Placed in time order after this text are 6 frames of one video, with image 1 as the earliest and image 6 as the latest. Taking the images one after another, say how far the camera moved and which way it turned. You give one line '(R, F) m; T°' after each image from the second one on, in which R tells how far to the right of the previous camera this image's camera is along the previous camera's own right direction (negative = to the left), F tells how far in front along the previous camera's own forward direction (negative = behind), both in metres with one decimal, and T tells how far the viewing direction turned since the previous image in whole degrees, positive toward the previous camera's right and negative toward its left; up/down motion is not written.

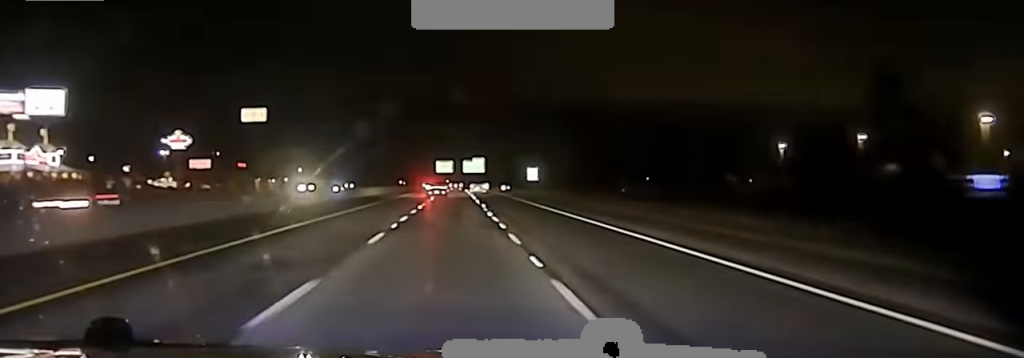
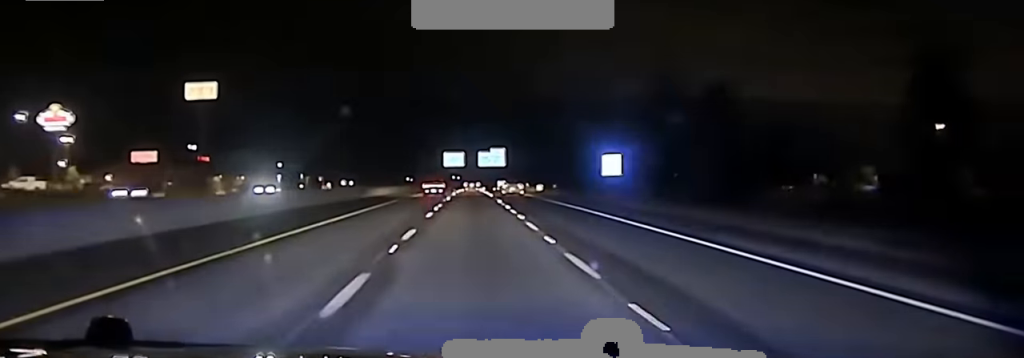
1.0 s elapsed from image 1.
(-0.5, +61.3) m; 0°
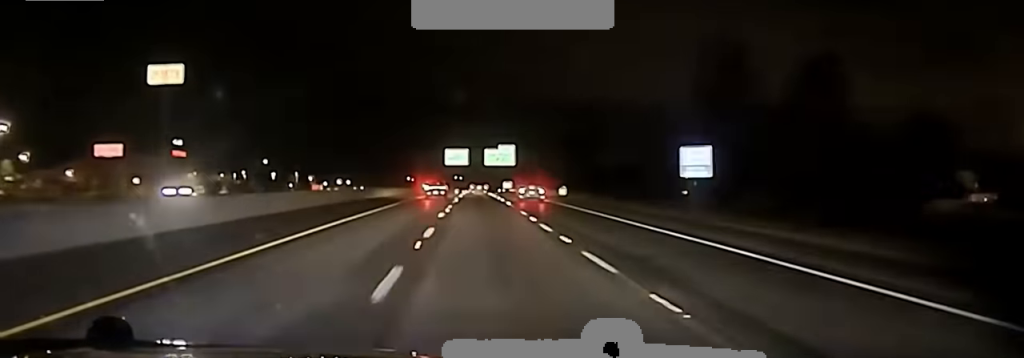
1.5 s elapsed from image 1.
(0.0, +25.2) m; 0°
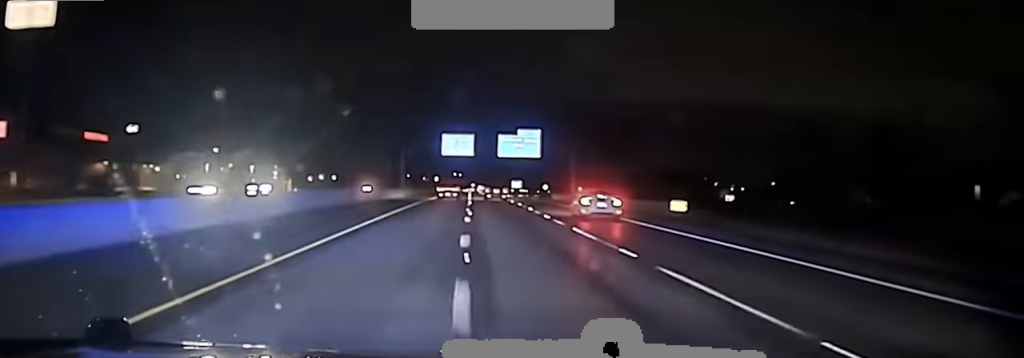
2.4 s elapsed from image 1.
(0.0, +51.1) m; 0°
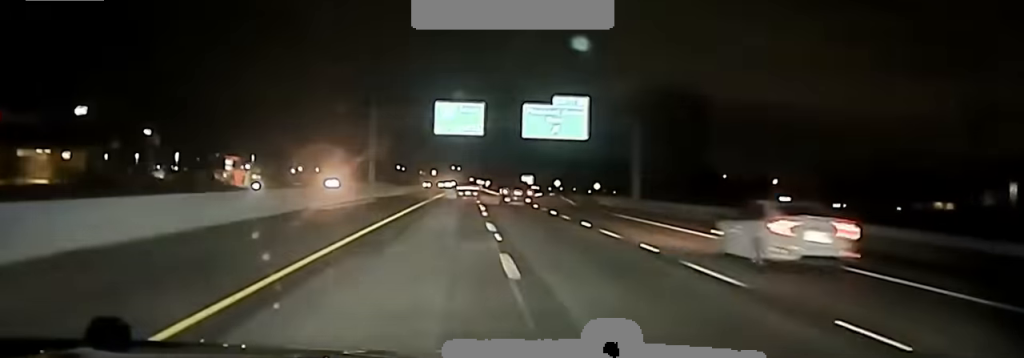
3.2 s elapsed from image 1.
(0.0, +39.9) m; 0°
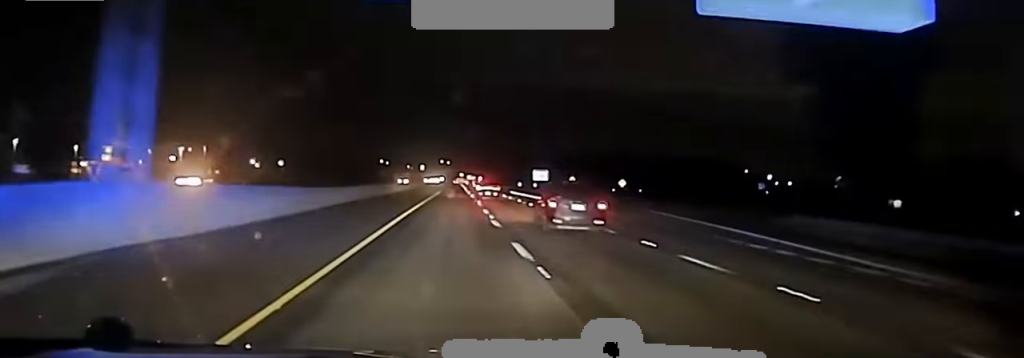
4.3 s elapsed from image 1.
(-0.1, +53.2) m; 0°
